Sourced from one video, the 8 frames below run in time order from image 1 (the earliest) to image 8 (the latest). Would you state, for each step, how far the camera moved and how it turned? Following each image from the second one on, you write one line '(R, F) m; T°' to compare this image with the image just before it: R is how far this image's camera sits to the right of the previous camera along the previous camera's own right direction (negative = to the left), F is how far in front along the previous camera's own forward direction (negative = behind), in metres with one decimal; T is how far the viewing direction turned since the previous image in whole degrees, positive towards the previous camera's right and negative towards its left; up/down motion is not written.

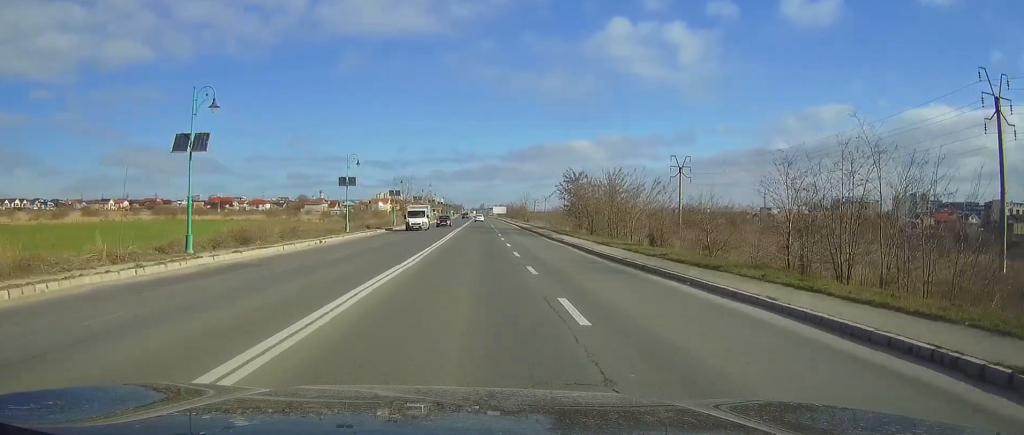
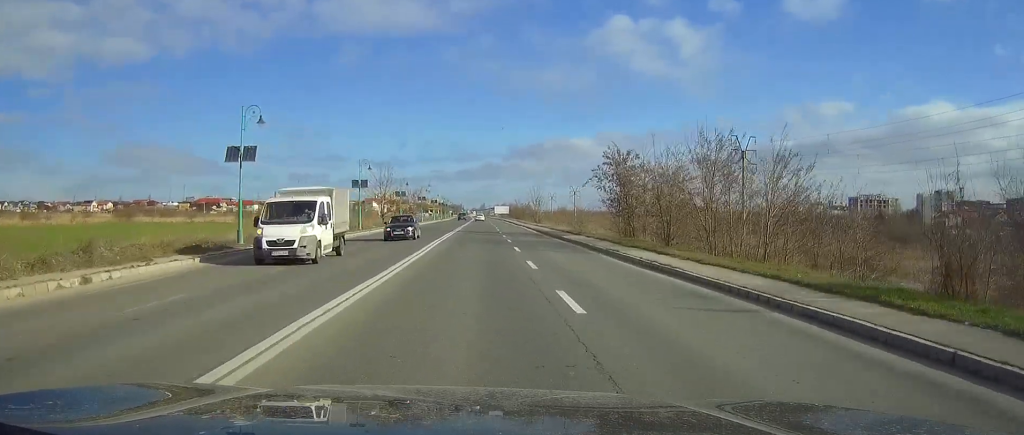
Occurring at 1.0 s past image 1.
(-0.1, +26.3) m; 0°
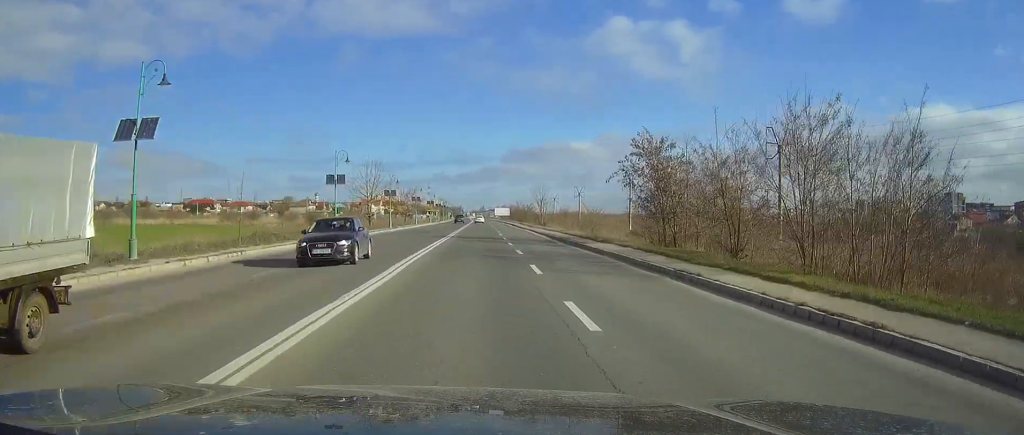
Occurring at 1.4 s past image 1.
(0.0, +10.6) m; 0°
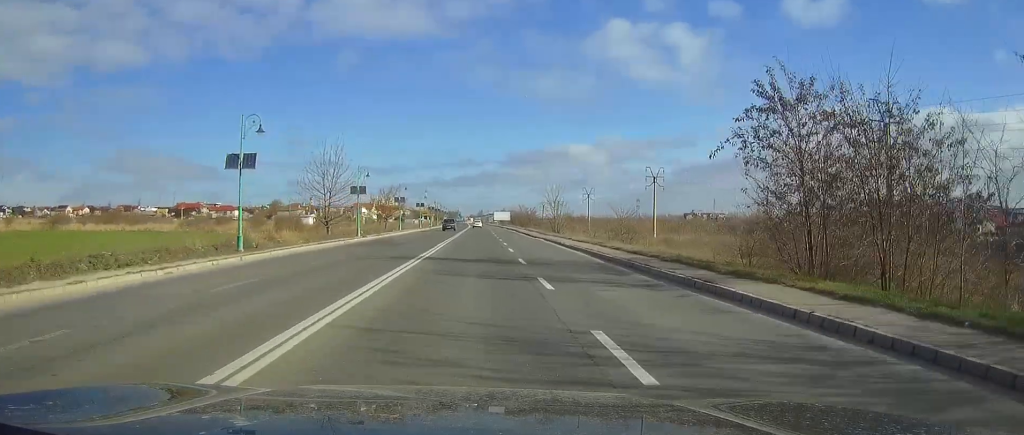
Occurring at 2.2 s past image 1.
(0.0, +21.2) m; 0°
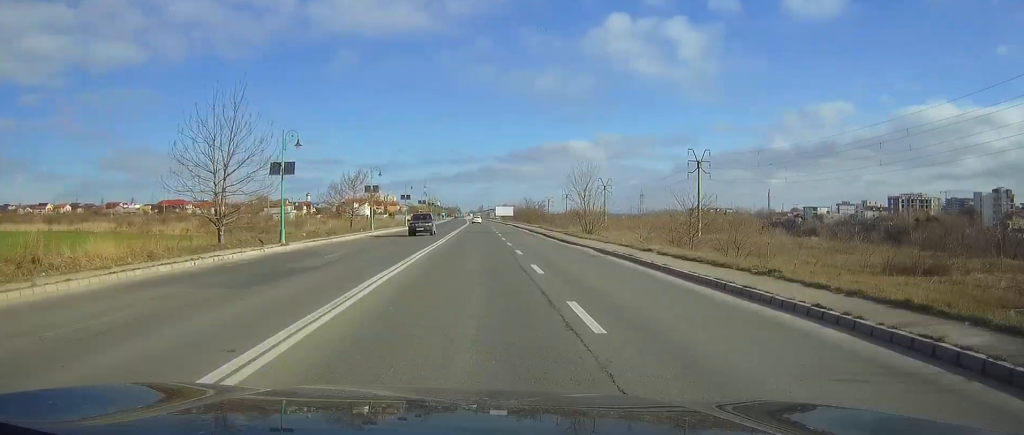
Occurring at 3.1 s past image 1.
(0.0, +24.8) m; 0°
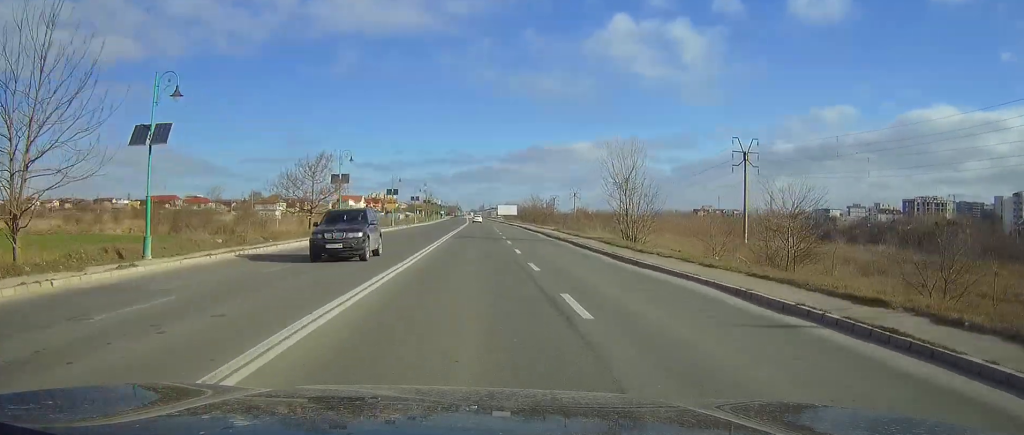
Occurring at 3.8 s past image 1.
(0.0, +16.9) m; 0°
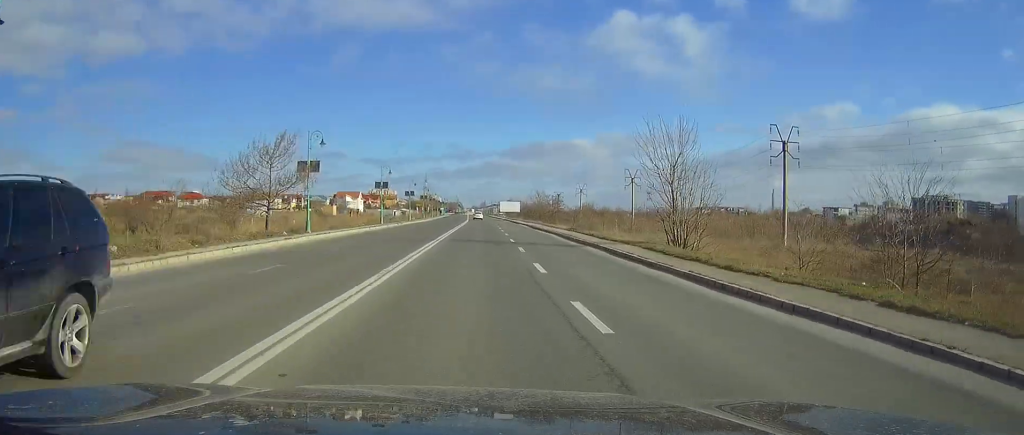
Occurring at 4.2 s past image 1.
(0.0, +10.5) m; 0°
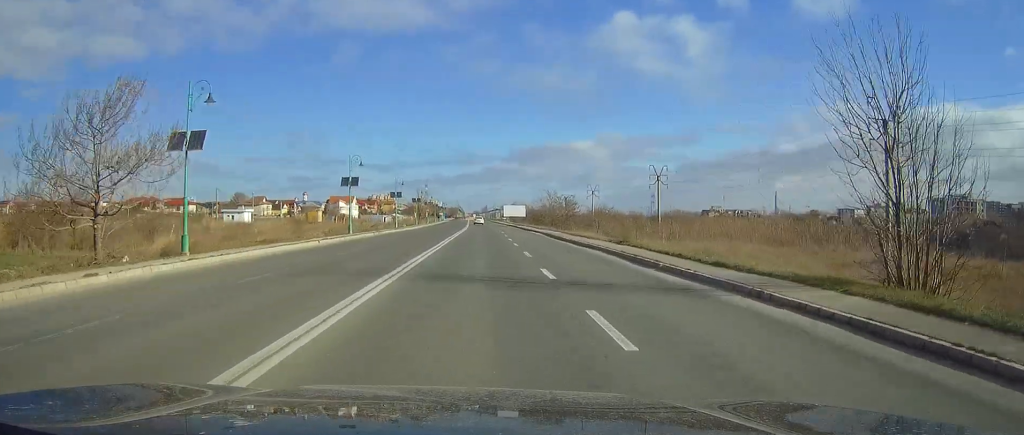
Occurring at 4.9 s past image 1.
(0.0, +19.3) m; 0°
